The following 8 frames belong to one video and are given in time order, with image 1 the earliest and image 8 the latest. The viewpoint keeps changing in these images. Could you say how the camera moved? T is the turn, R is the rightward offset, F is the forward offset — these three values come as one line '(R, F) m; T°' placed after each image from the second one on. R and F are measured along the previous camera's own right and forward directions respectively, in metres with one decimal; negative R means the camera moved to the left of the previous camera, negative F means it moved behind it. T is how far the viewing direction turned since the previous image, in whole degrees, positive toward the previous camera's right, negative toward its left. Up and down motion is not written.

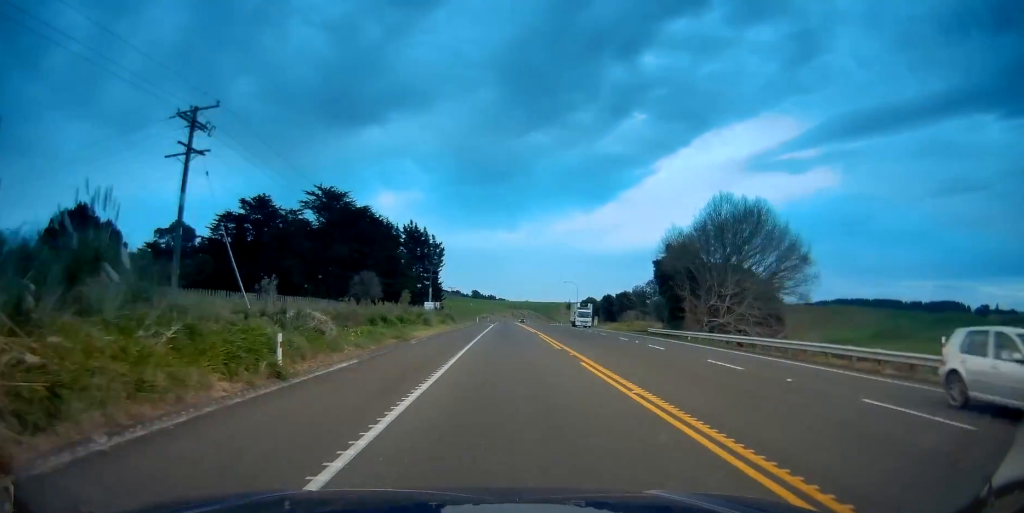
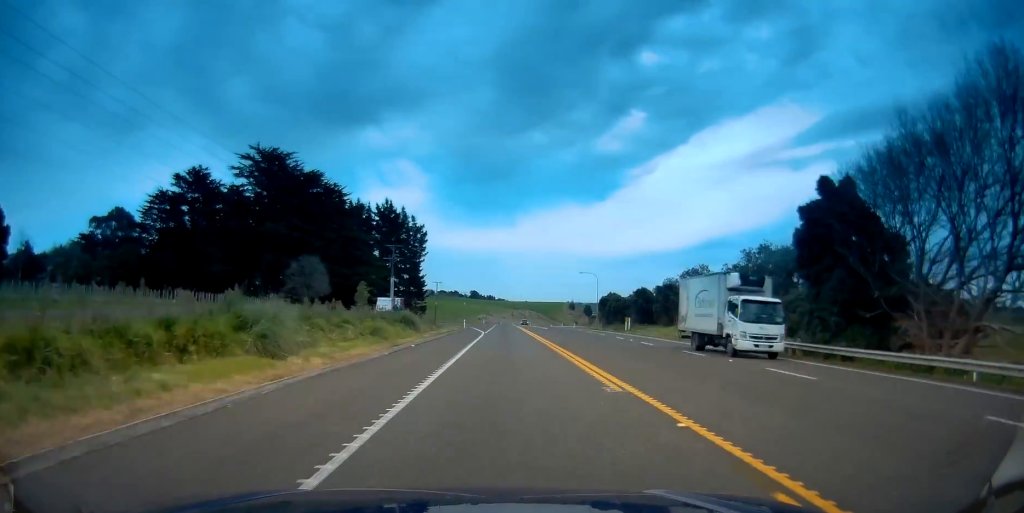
(0.0, +31.8) m; 0°
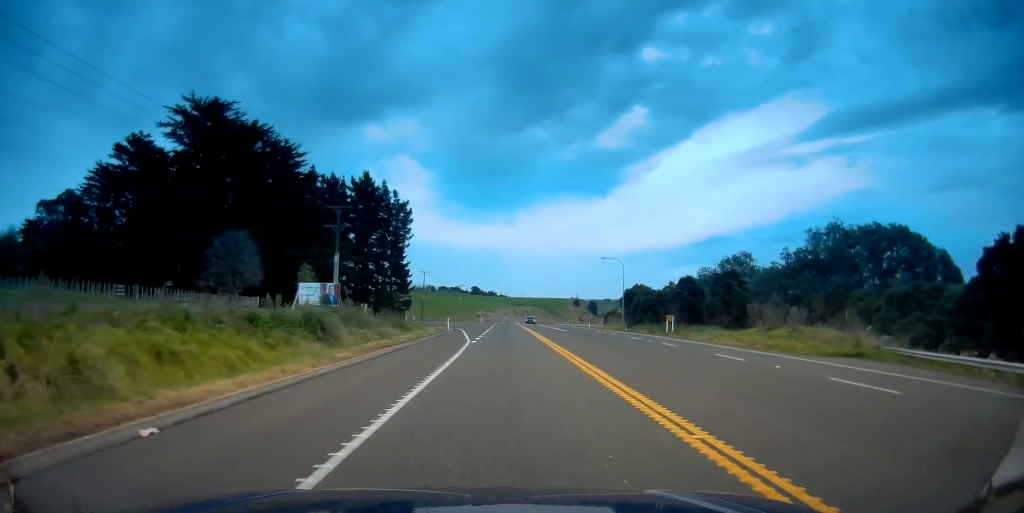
(-0.1, +22.2) m; 0°
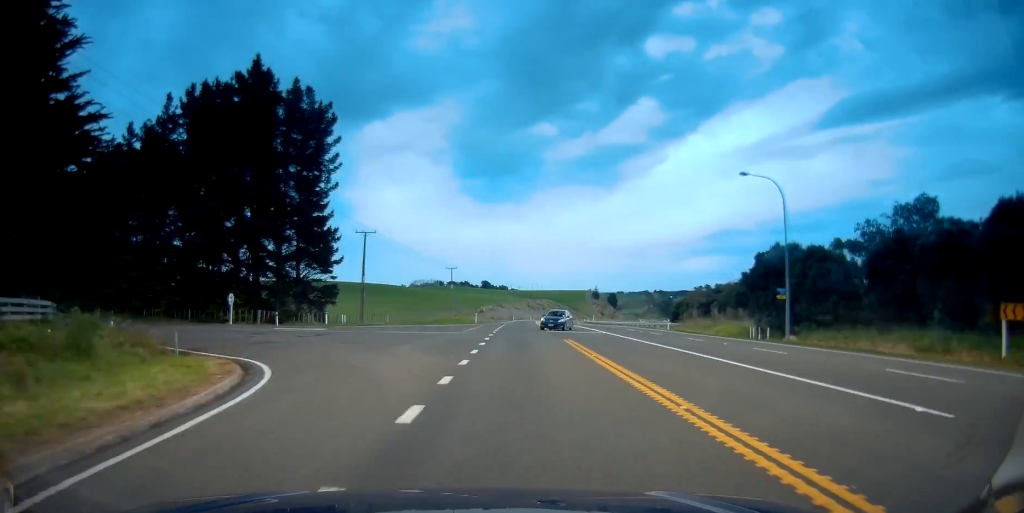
(-0.2, +49.0) m; -3°
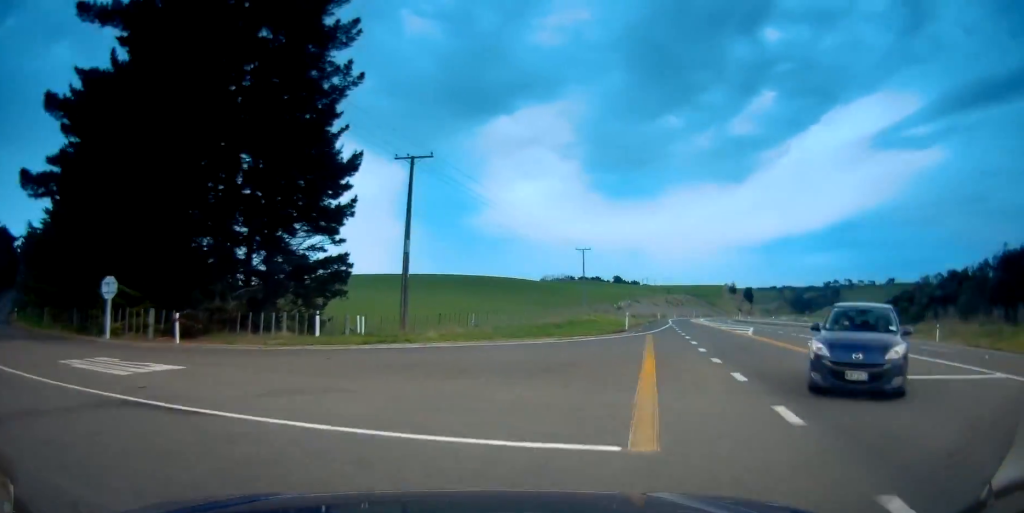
(-0.8, +27.7) m; +1°
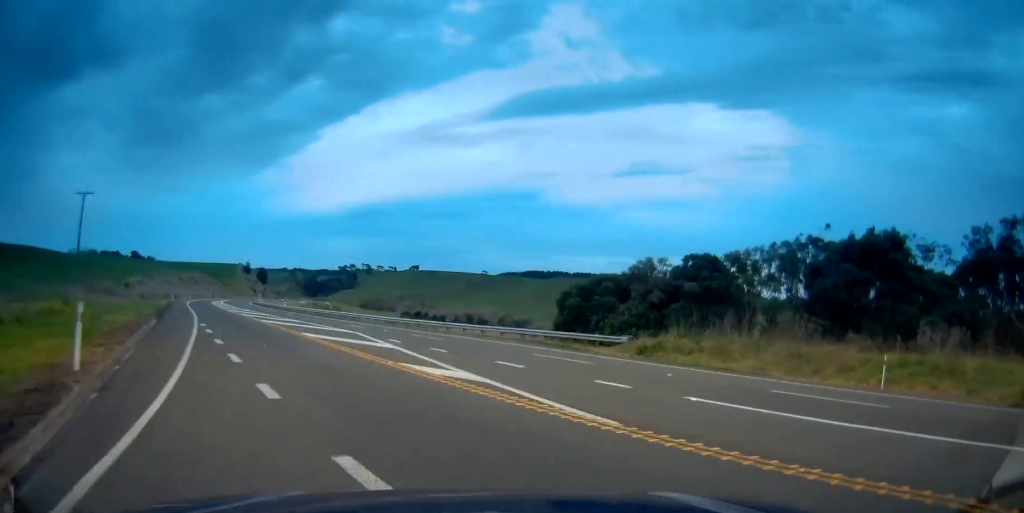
(+2.7, +25.8) m; +12°
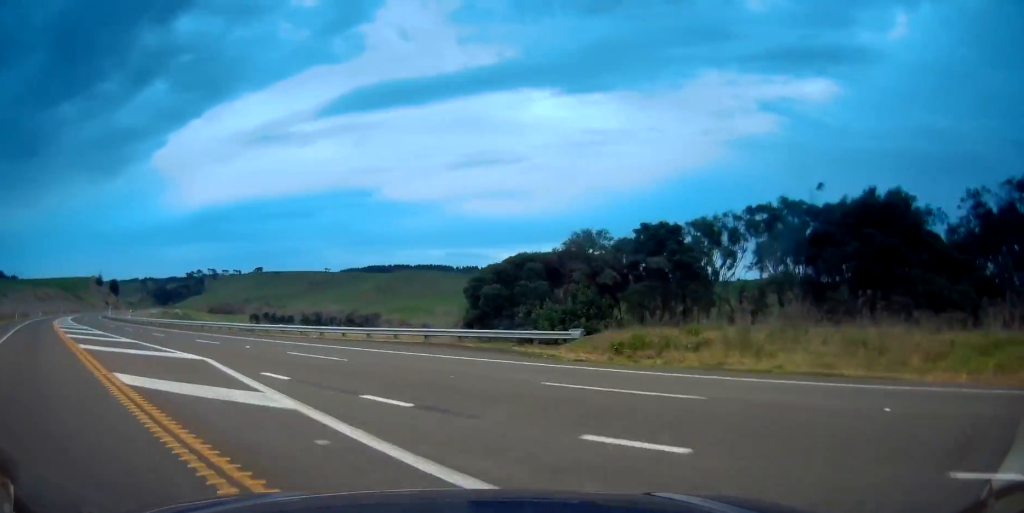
(+1.5, +10.7) m; +4°
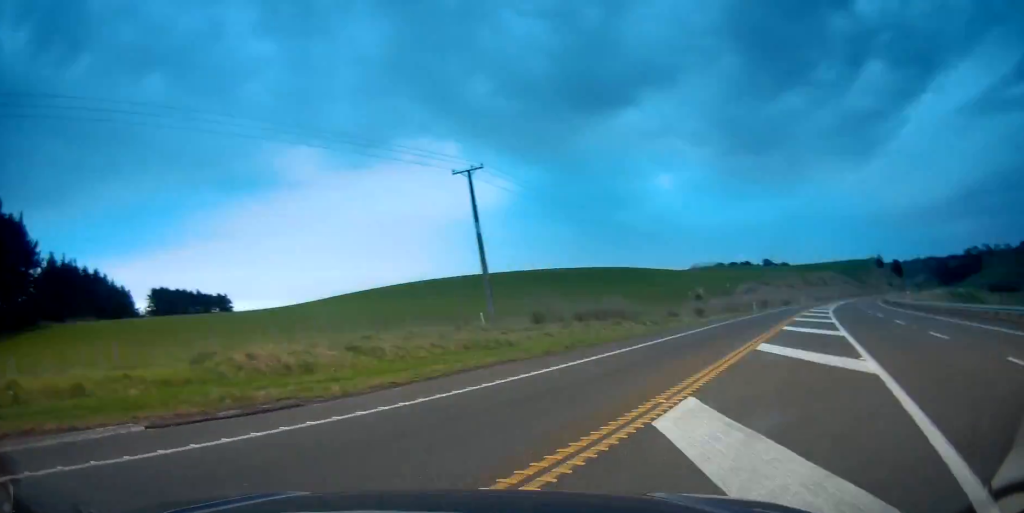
(-0.7, +14.0) m; -4°
